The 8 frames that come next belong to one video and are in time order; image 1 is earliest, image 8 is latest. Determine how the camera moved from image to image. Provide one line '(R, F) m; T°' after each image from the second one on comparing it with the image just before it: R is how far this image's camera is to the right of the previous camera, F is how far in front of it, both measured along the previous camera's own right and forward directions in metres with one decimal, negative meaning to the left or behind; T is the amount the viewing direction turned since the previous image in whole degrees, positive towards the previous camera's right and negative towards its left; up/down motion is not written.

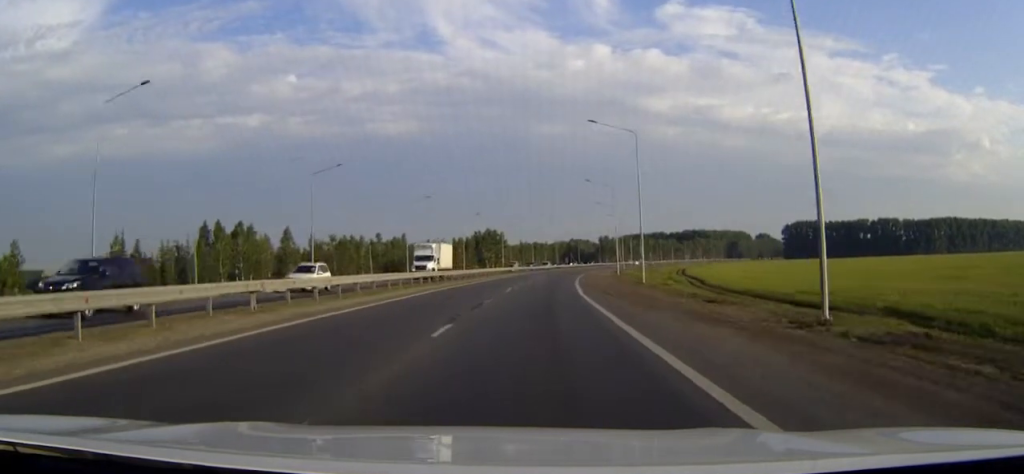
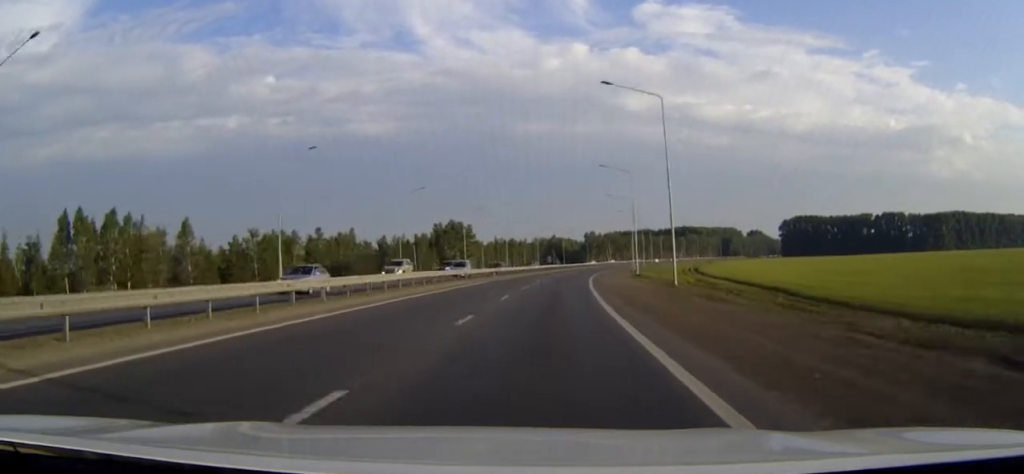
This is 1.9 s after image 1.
(+0.4, +45.3) m; +1°
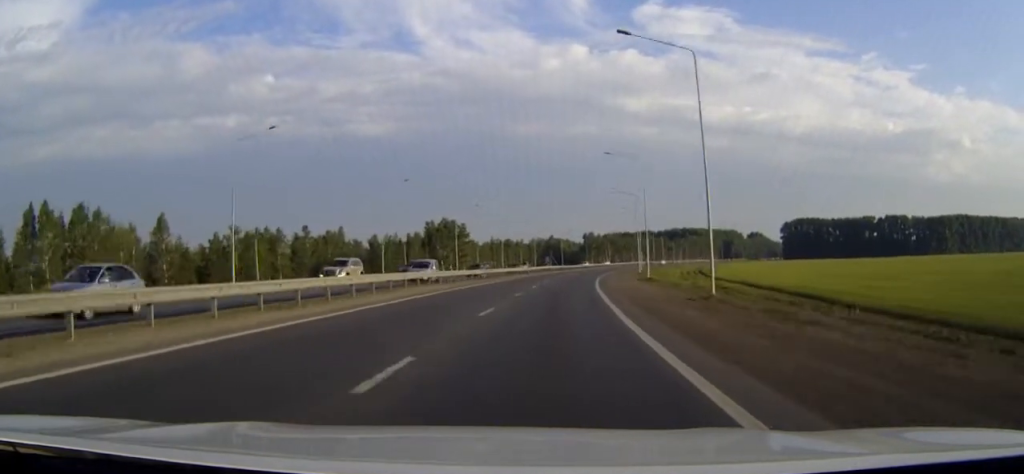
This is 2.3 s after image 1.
(0.0, +9.2) m; 0°
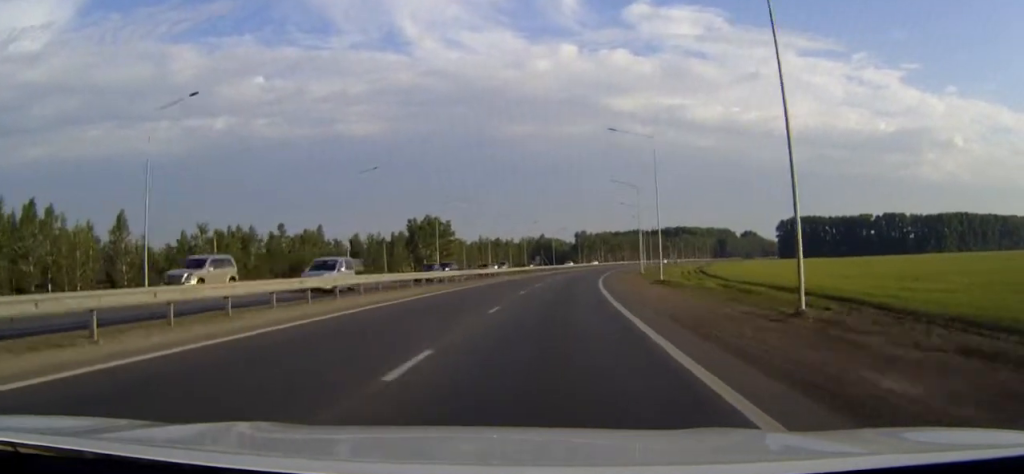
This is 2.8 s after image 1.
(+0.1, +11.4) m; +1°
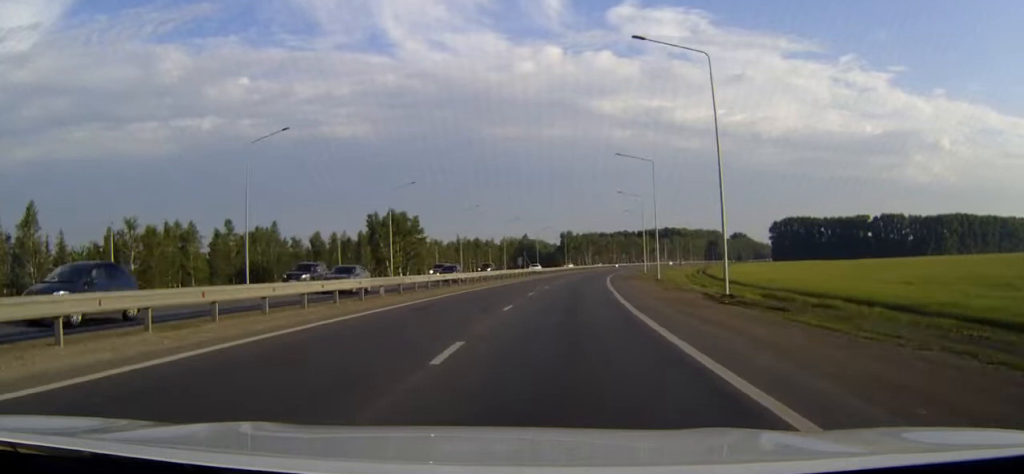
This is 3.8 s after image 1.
(+0.2, +22.4) m; +2°
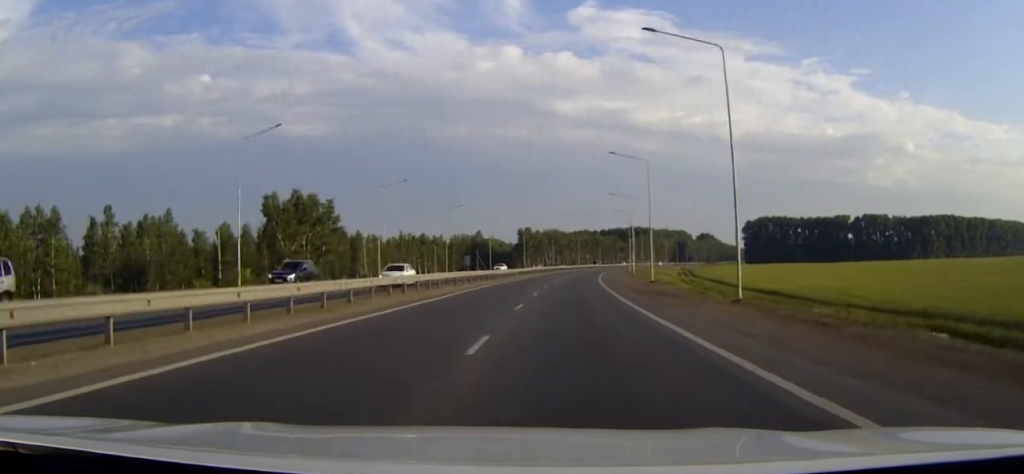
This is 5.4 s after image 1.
(+1.4, +34.9) m; +4°
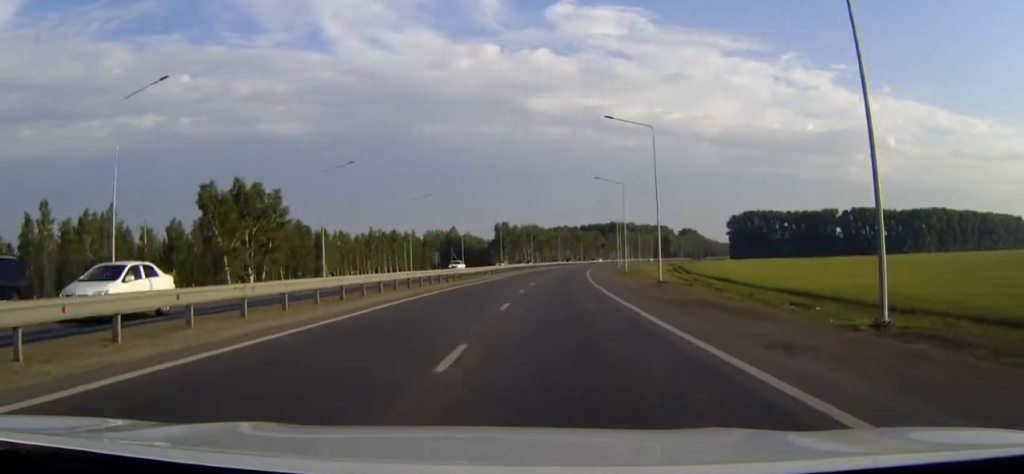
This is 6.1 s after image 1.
(+0.1, +14.2) m; 0°
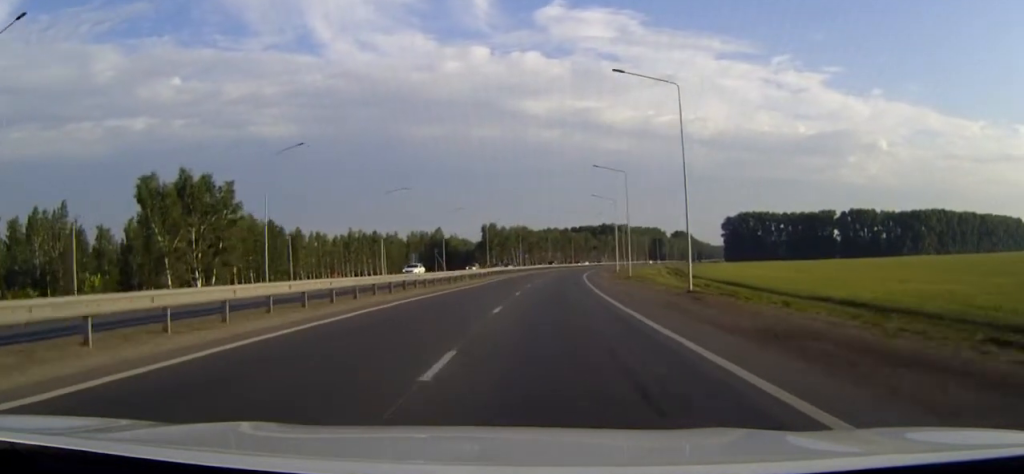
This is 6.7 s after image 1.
(0.0, +12.7) m; 0°
